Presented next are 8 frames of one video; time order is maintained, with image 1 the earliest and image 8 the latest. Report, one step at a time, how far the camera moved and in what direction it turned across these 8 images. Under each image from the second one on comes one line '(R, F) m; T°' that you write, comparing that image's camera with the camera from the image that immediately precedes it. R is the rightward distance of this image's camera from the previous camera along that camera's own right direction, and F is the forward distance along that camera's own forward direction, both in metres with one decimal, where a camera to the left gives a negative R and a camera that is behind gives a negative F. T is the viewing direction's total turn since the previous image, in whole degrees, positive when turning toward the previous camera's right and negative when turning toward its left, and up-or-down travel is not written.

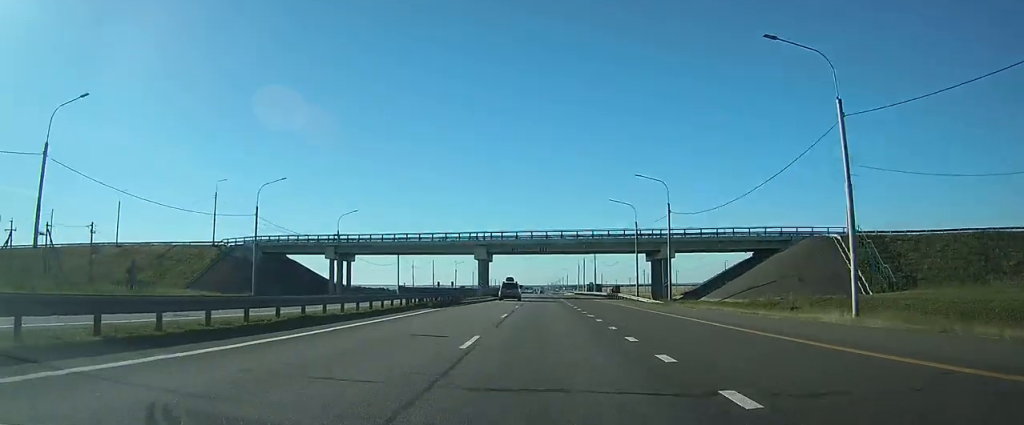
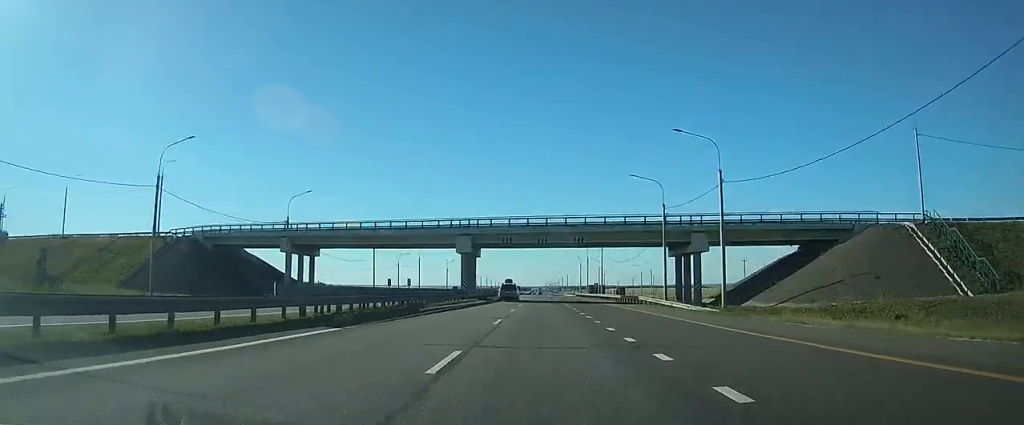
(0.0, +15.5) m; 0°
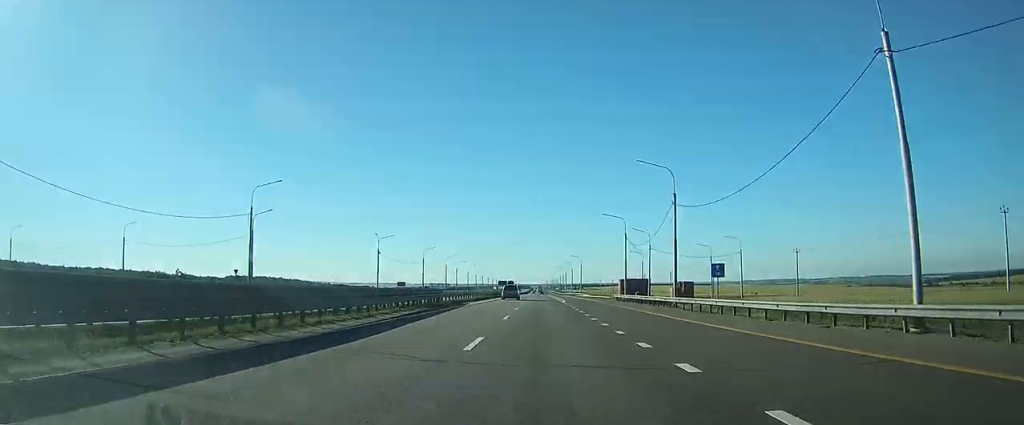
(-0.1, +80.4) m; 0°
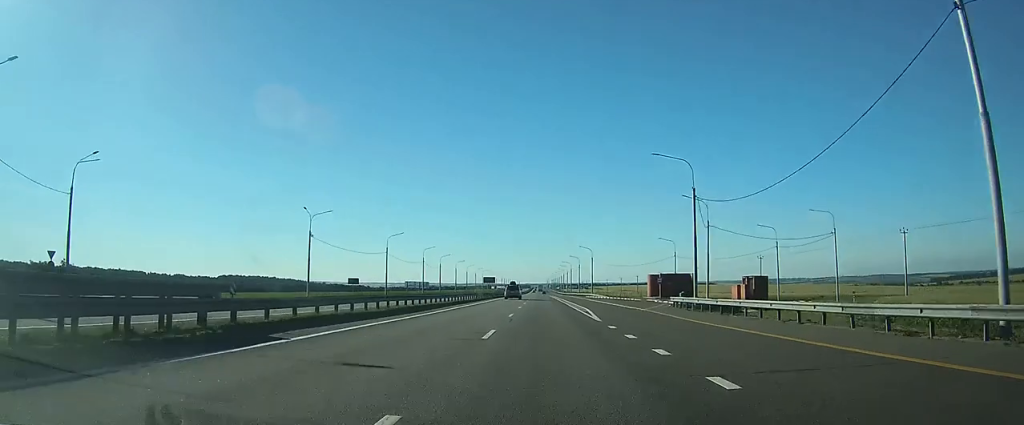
(0.0, +32.9) m; 0°
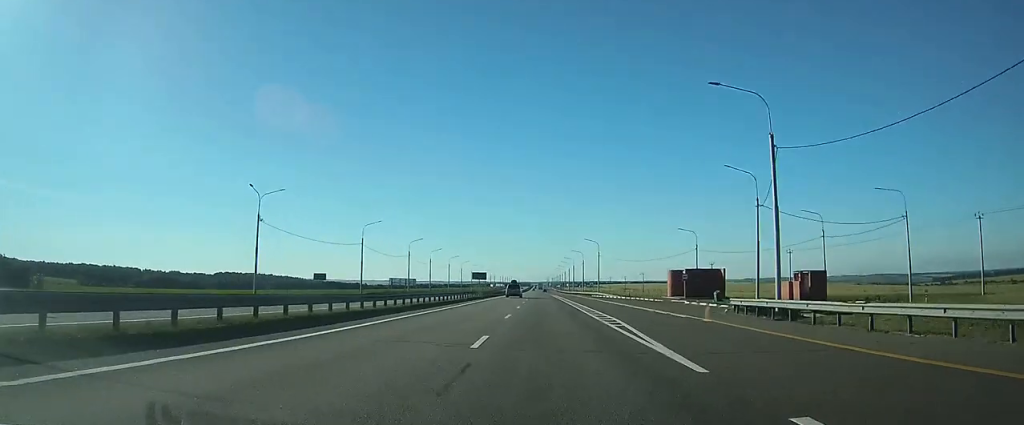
(0.0, +14.5) m; 0°
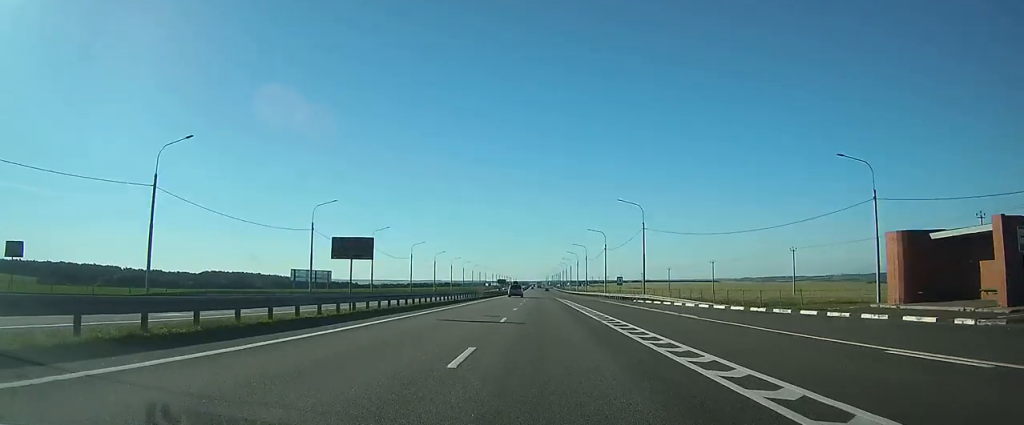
(+0.1, +50.4) m; 0°
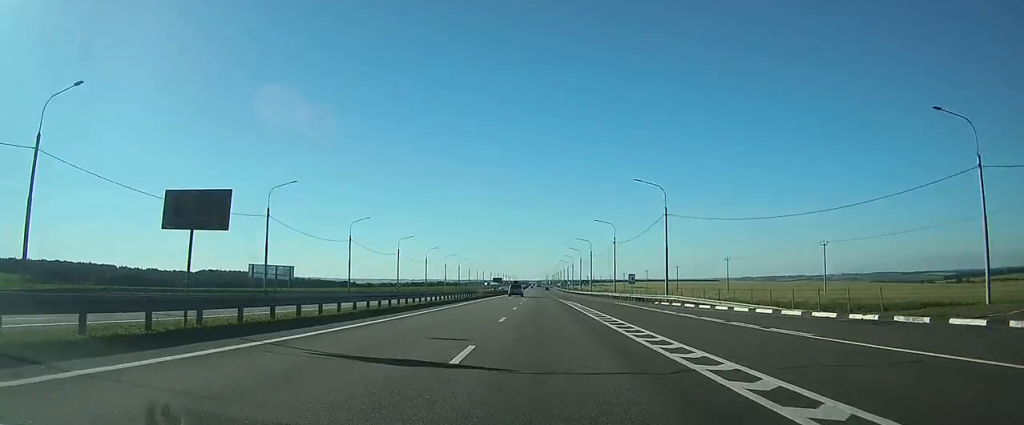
(0.0, +11.7) m; 0°
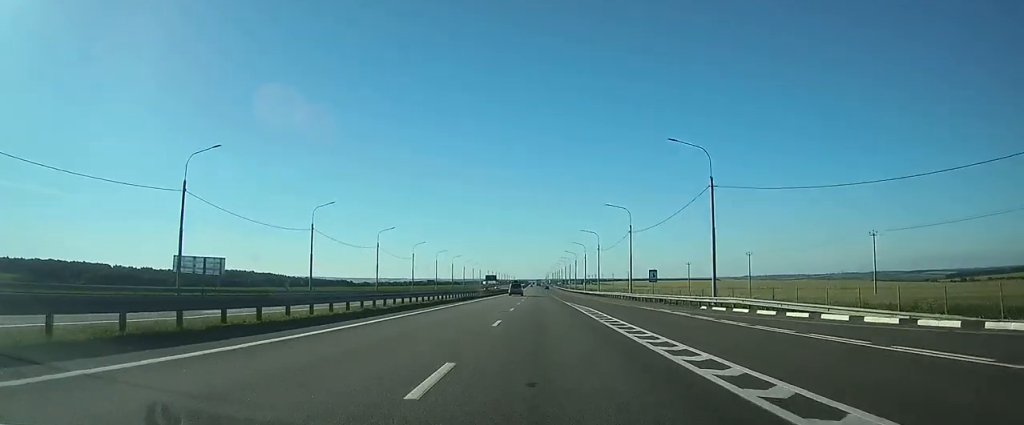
(0.0, +14.6) m; 0°
